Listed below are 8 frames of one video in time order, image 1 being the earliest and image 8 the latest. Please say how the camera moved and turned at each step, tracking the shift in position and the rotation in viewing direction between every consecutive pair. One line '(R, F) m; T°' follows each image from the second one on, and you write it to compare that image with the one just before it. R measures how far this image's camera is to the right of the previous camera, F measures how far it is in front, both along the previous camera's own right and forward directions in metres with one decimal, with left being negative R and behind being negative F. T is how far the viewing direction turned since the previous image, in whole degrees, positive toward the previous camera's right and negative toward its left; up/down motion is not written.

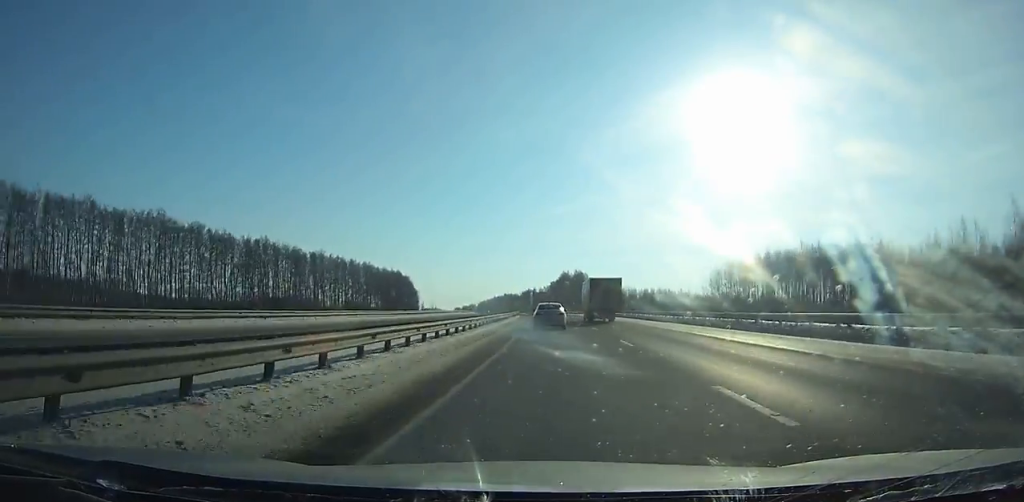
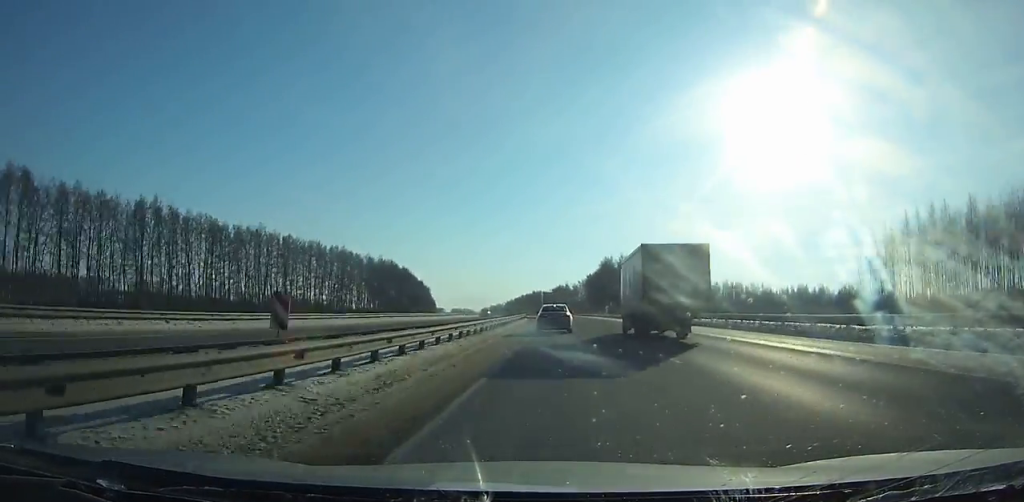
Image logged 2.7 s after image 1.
(-2.3, +76.6) m; -2°
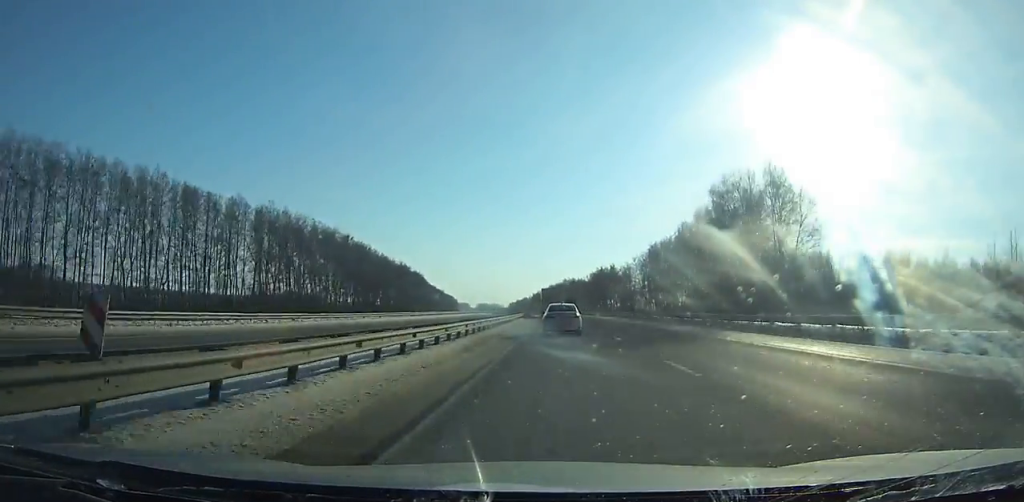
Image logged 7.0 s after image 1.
(-3.6, +121.9) m; -3°
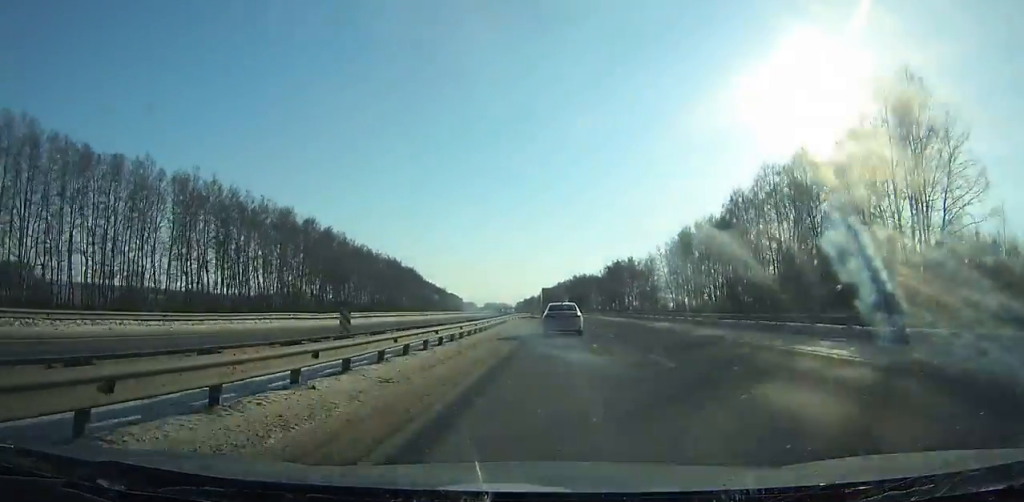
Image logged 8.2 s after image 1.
(-0.3, +33.9) m; -1°
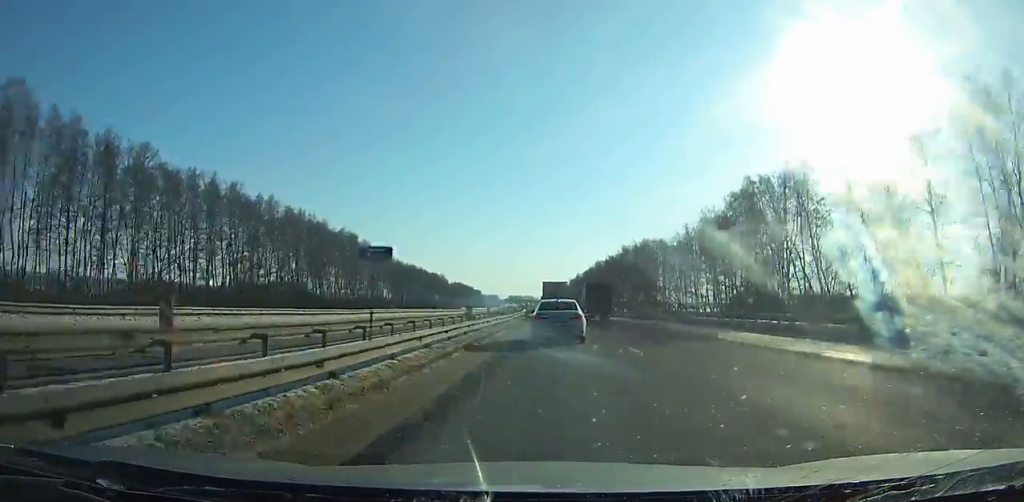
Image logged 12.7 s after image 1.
(-3.4, +124.2) m; -3°
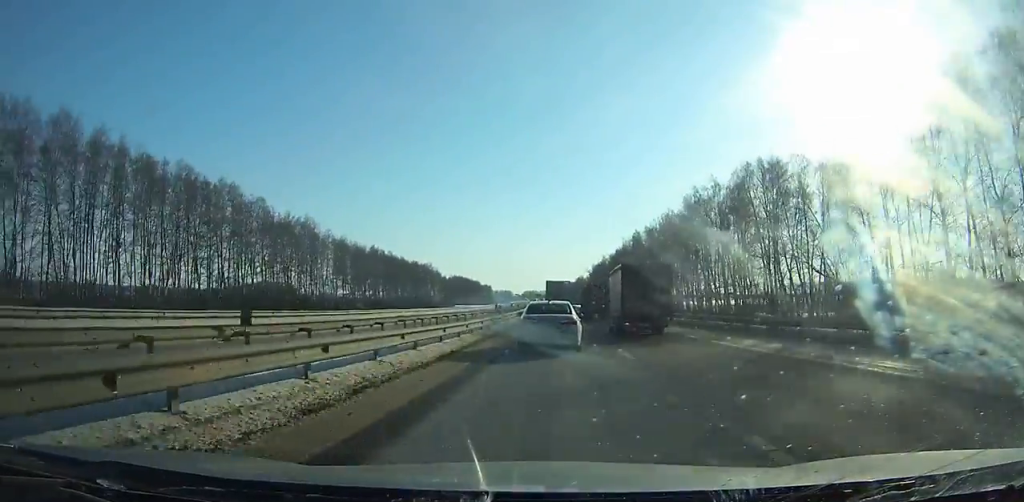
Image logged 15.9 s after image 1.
(-1.4, +85.1) m; -2°
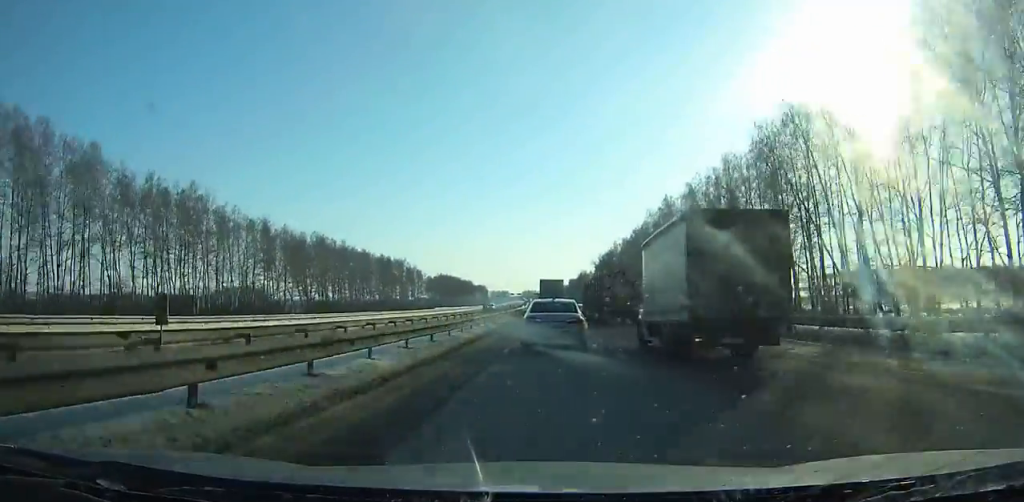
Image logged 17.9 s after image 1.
(-0.2, +52.2) m; -1°
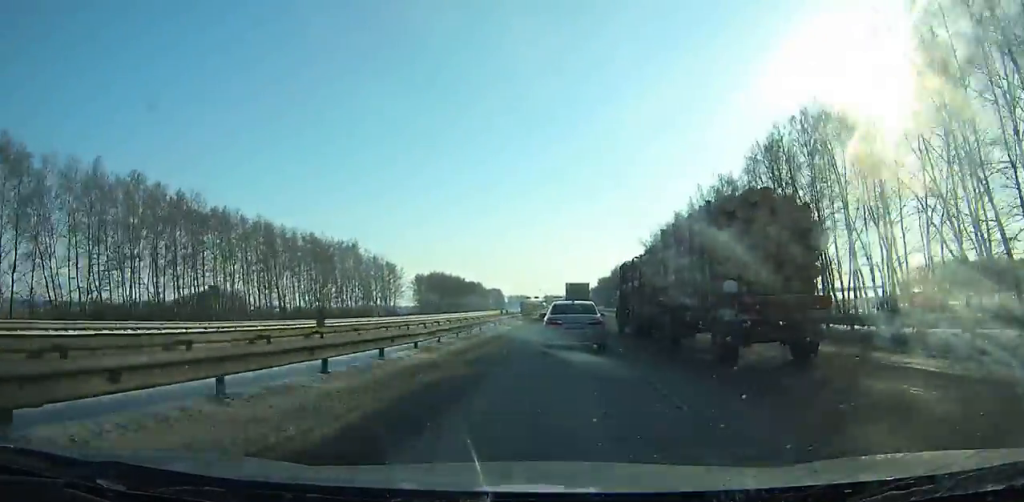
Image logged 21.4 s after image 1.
(-1.1, +90.5) m; -1°
